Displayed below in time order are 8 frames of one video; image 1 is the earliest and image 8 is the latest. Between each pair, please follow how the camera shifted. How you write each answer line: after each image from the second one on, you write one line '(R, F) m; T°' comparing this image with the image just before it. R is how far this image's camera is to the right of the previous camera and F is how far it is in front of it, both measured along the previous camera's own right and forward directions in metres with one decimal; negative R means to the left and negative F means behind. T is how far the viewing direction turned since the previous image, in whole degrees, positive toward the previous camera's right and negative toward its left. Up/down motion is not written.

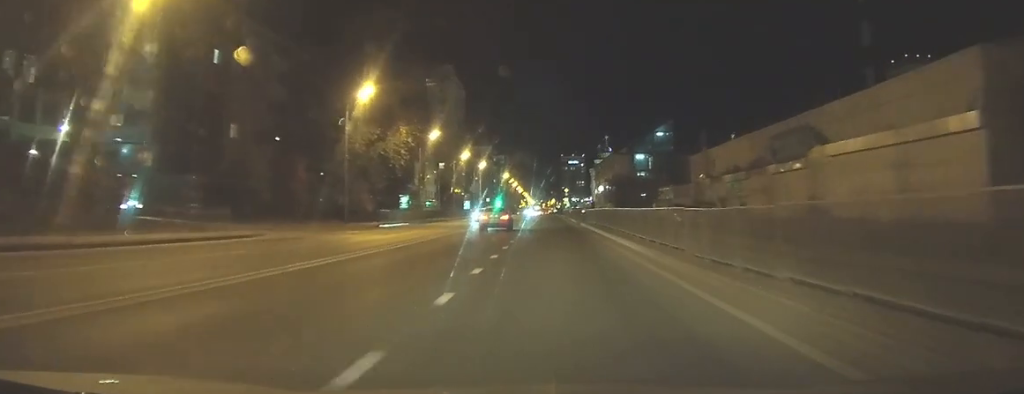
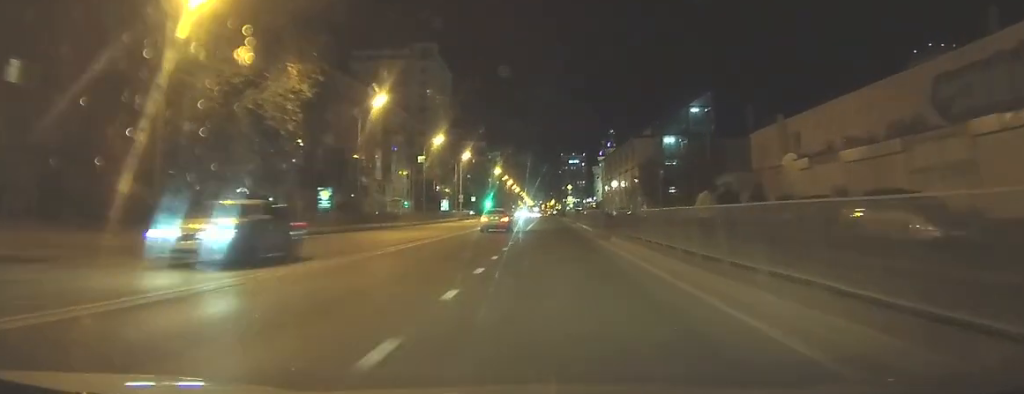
(+0.2, +27.0) m; +1°
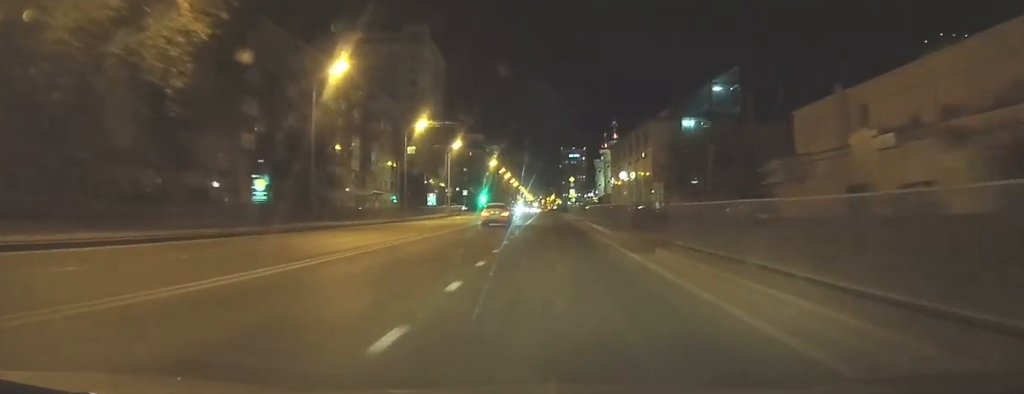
(0.0, +12.2) m; 0°
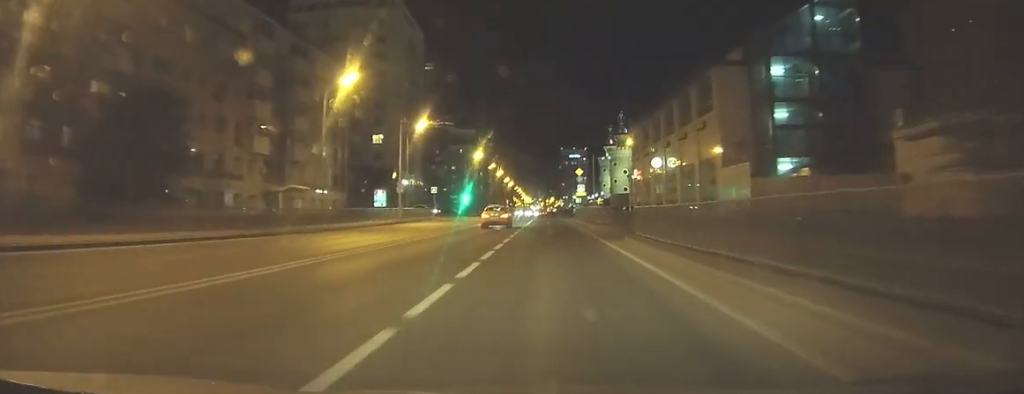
(-0.3, +30.1) m; -1°
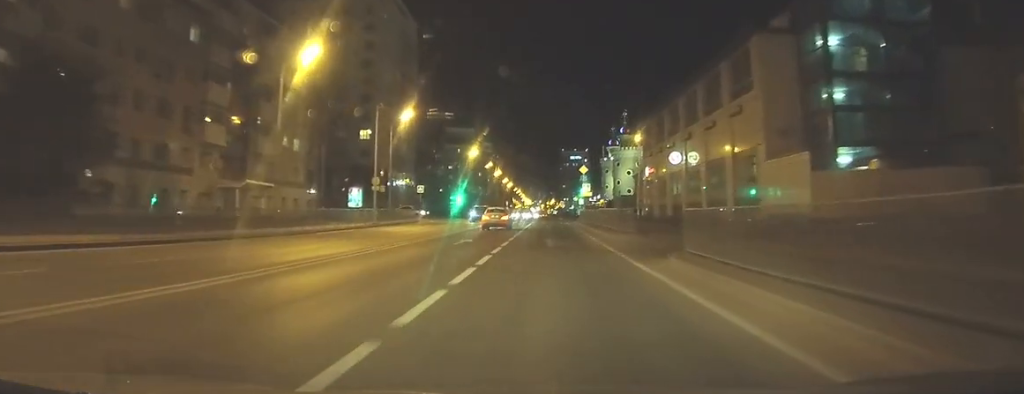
(-0.1, +8.9) m; 0°
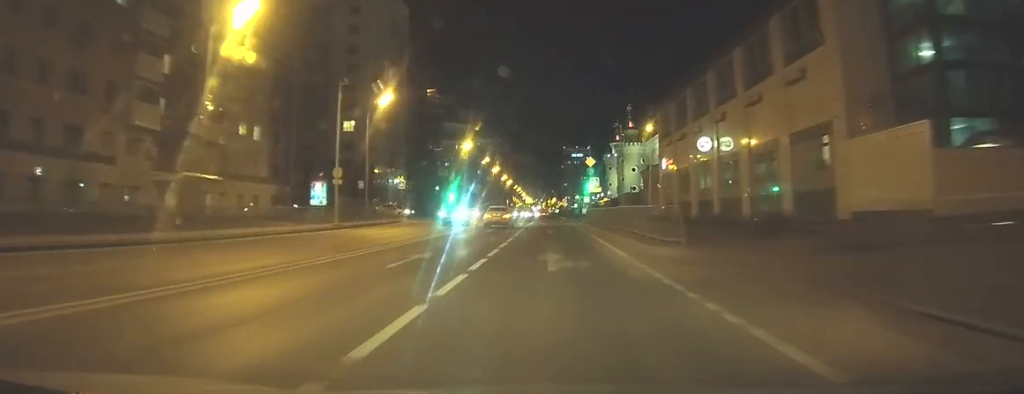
(0.0, +9.3) m; 0°
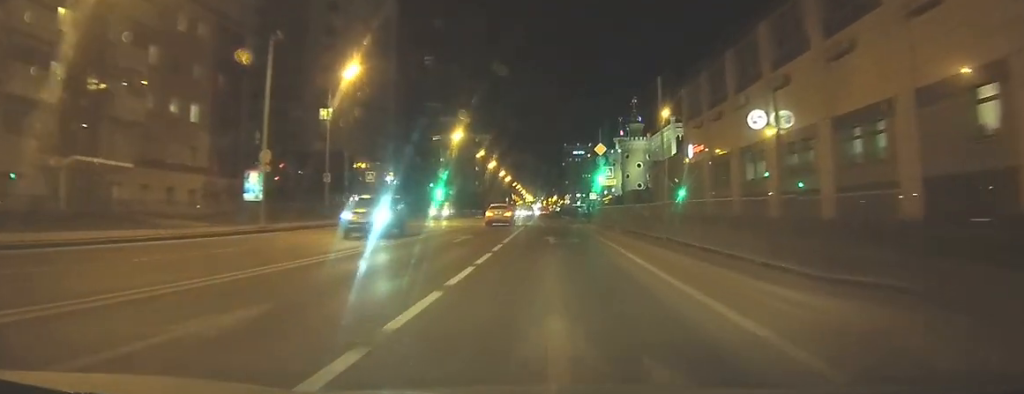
(0.0, +10.0) m; 0°
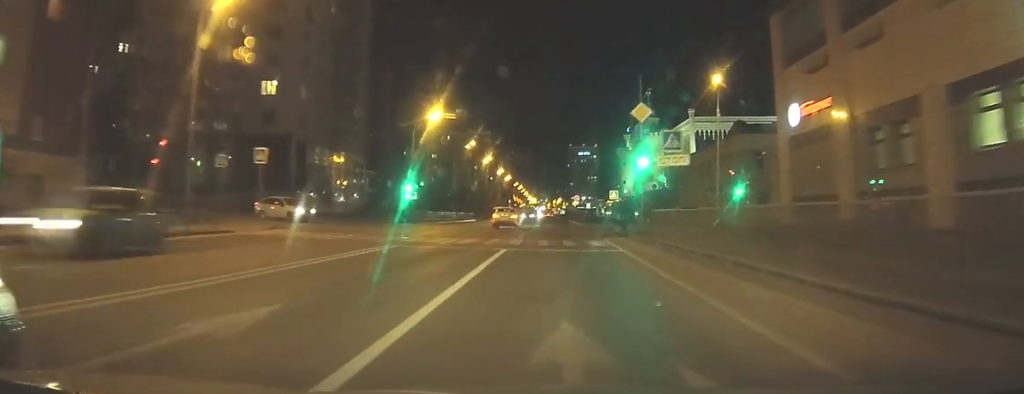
(+0.1, +16.1) m; 0°
